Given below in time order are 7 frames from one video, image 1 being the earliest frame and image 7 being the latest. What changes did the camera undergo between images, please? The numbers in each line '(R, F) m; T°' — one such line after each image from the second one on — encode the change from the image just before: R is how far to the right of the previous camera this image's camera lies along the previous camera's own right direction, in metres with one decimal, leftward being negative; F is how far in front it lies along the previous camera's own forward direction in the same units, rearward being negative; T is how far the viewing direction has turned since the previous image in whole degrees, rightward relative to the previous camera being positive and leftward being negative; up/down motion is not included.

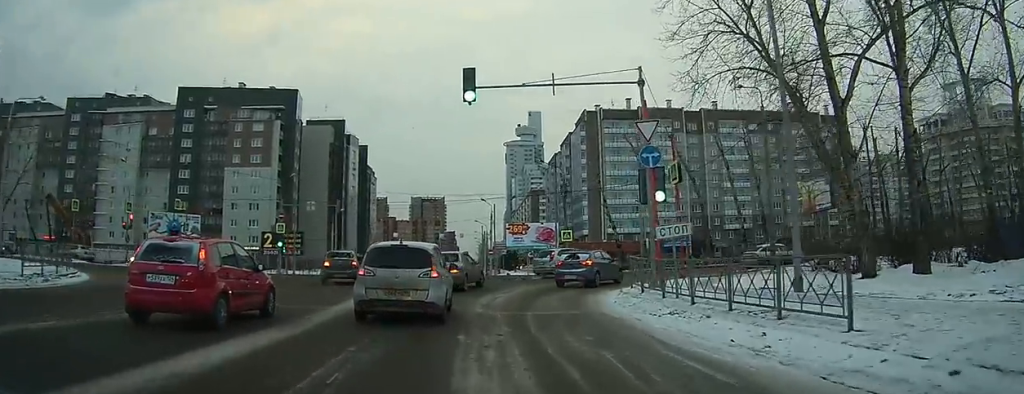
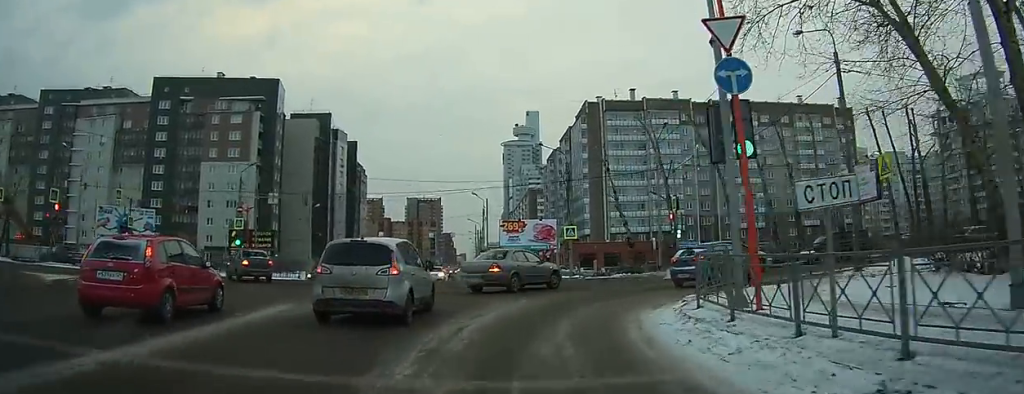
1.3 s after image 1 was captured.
(0.0, +6.4) m; +2°
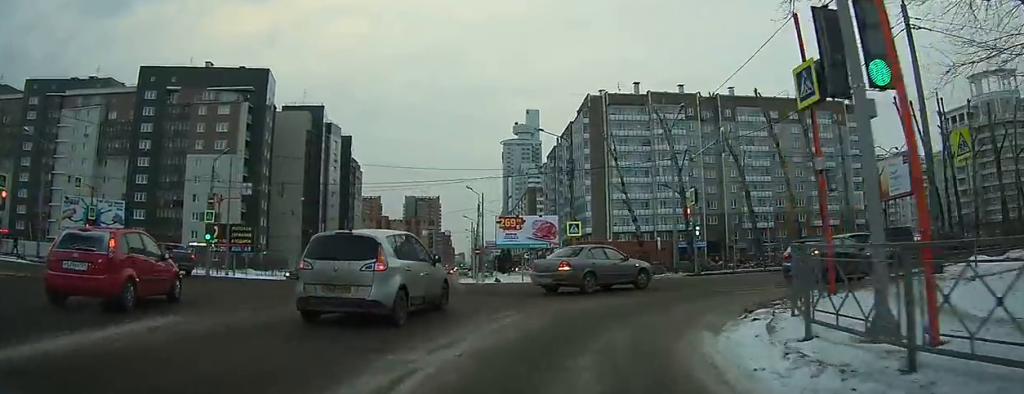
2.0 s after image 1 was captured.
(+0.1, +3.7) m; +3°
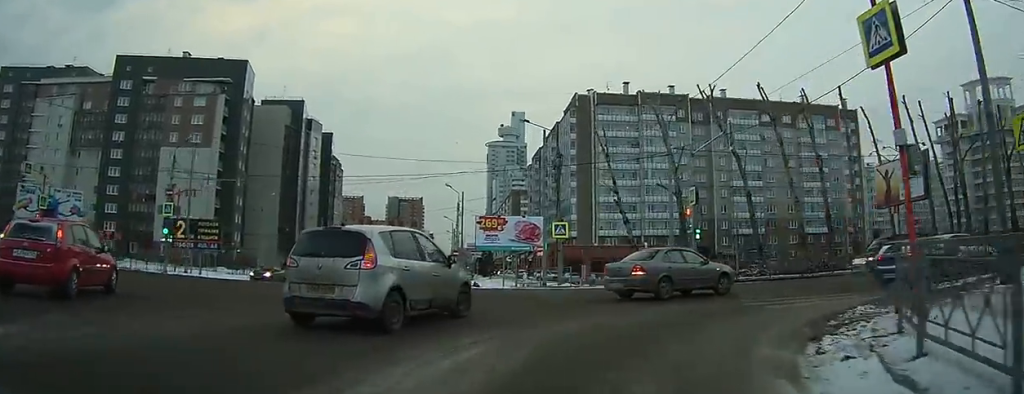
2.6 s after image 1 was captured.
(0.0, +2.9) m; +3°
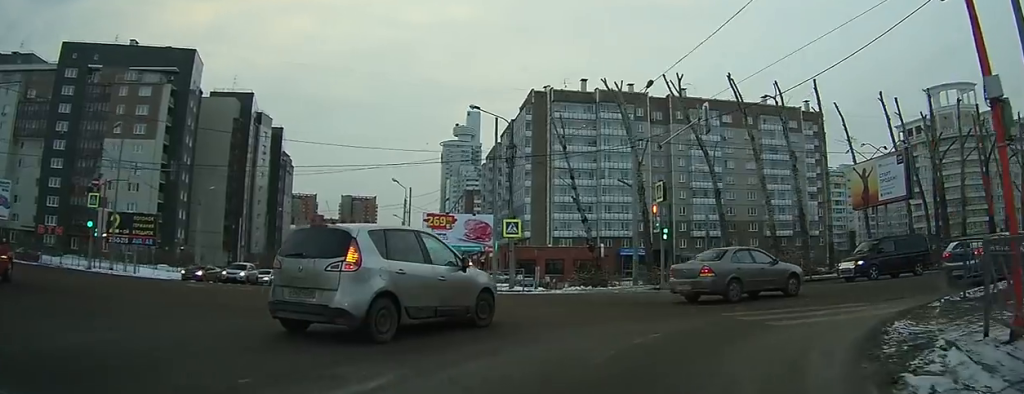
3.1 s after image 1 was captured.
(+0.1, +2.8) m; +5°
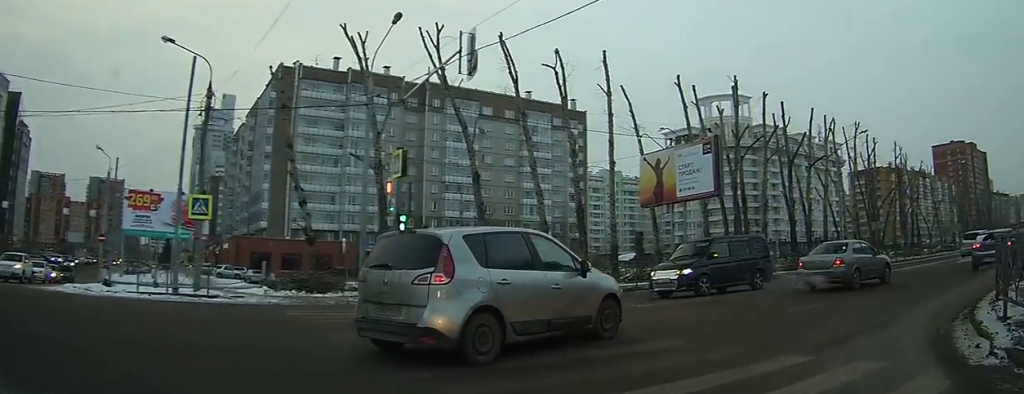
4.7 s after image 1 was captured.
(+1.2, +8.2) m; +23°
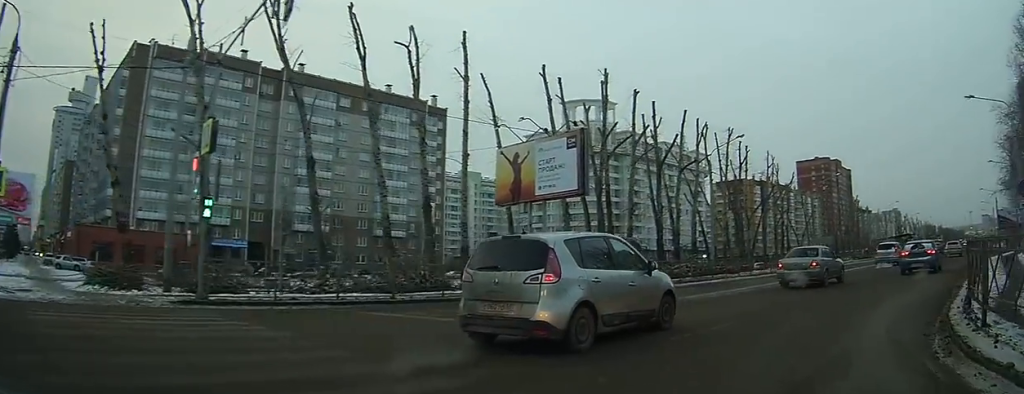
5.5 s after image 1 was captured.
(+0.5, +3.7) m; +18°
